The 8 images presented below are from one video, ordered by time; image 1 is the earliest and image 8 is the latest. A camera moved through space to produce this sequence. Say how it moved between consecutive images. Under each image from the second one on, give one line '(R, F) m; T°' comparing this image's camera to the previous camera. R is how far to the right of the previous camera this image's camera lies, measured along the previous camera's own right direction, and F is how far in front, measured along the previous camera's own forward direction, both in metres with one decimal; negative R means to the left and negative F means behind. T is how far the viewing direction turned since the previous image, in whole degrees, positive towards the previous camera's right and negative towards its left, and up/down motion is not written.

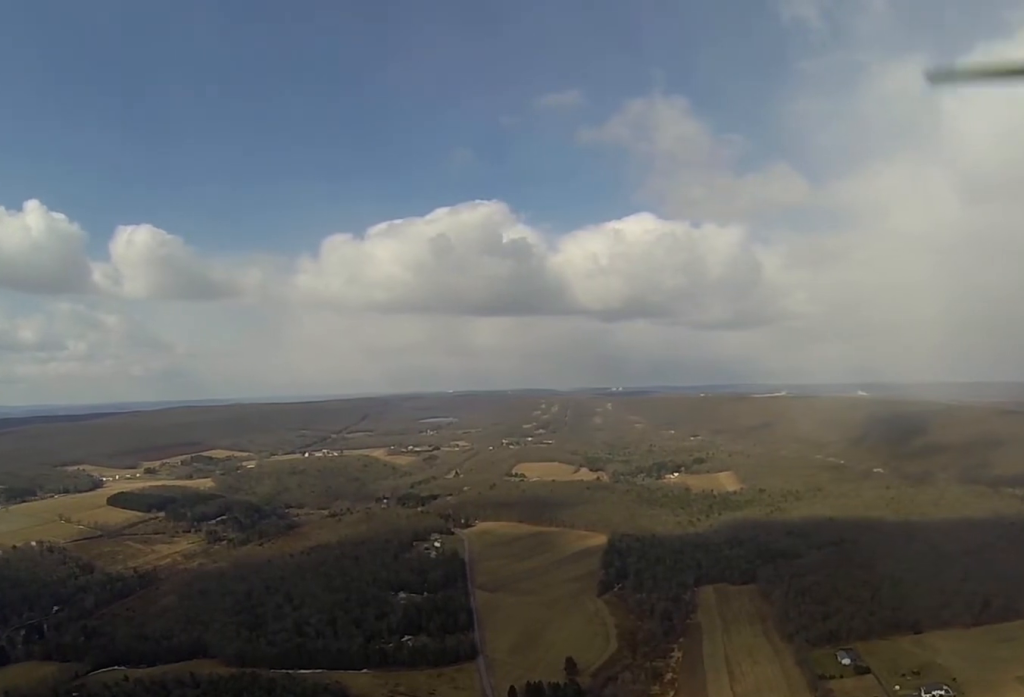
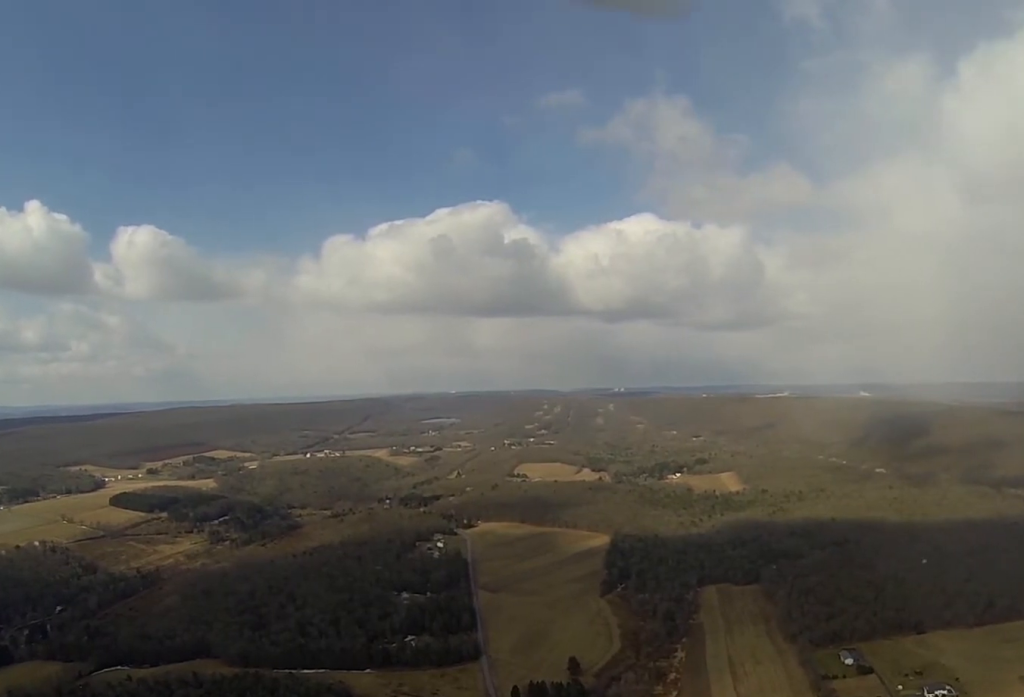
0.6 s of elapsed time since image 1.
(0.0, +1.4) m; -1°
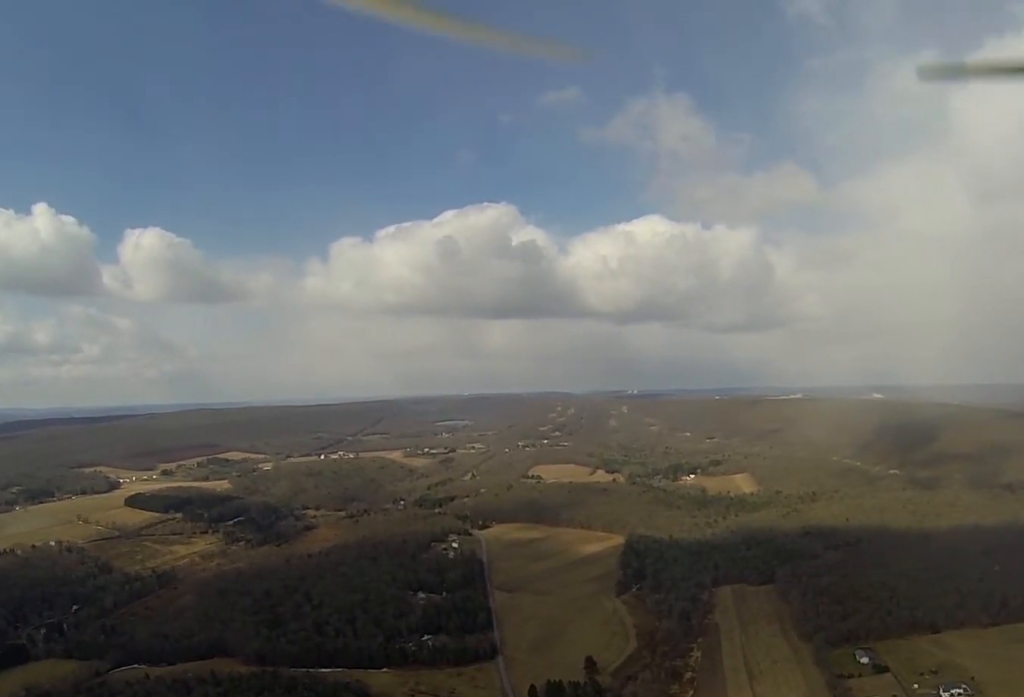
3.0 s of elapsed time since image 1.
(0.0, +5.8) m; 0°
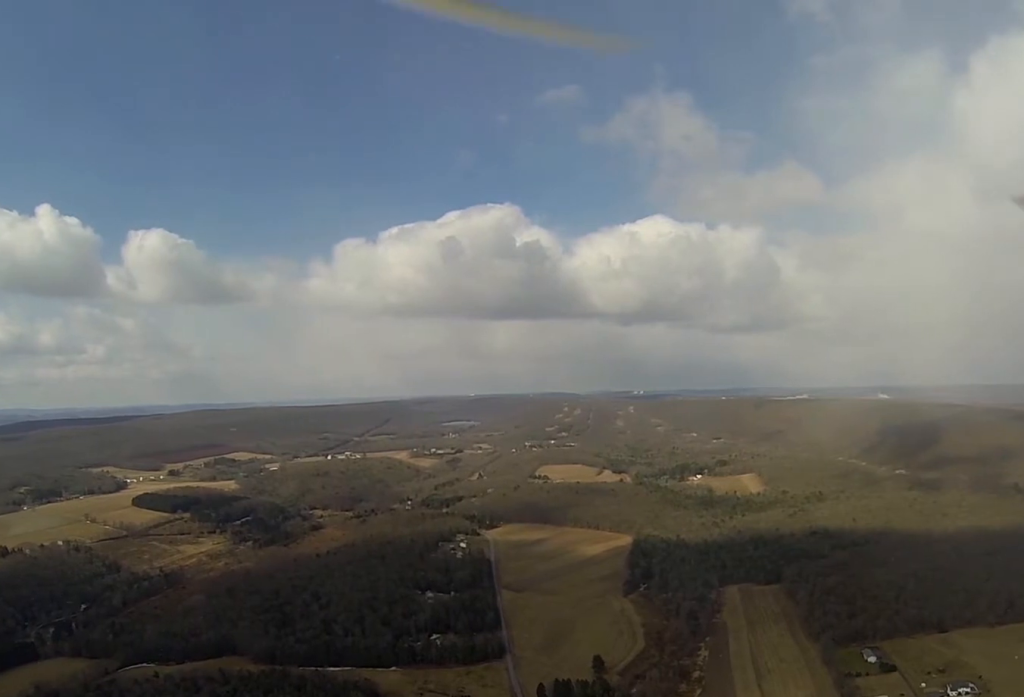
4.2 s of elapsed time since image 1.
(0.0, +2.9) m; -1°
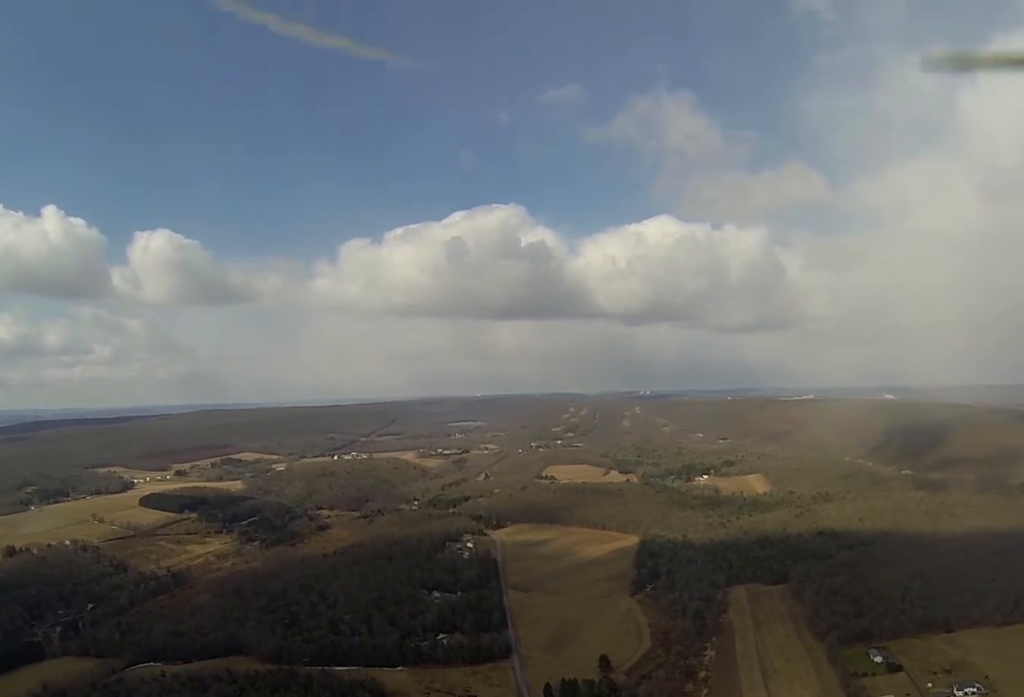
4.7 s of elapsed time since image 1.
(0.0, +1.3) m; -1°
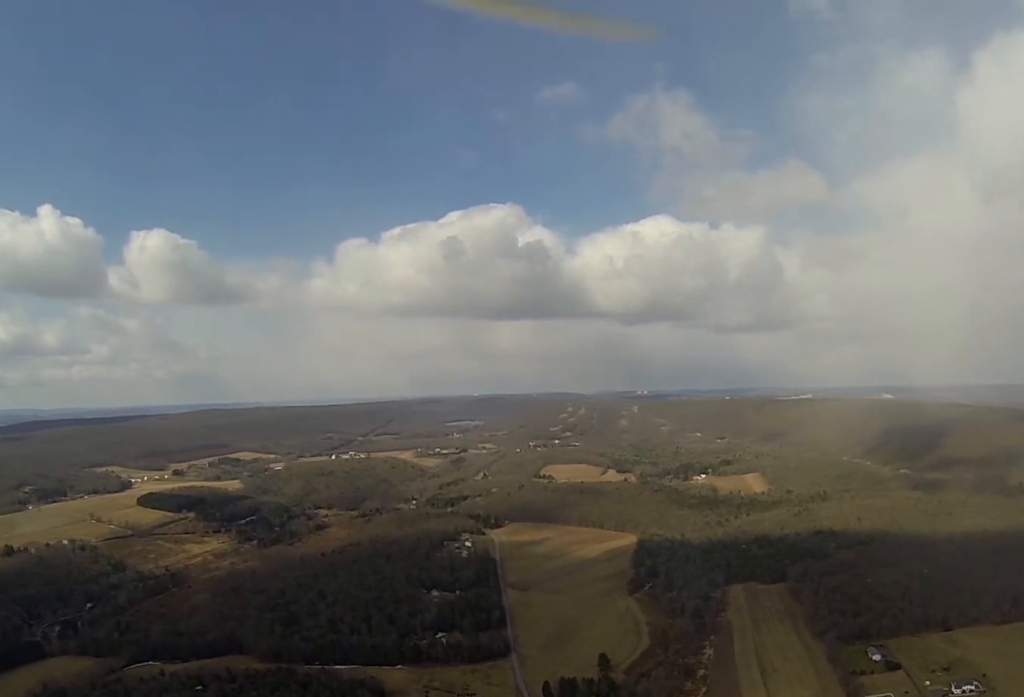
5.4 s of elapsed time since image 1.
(0.0, +1.7) m; 0°
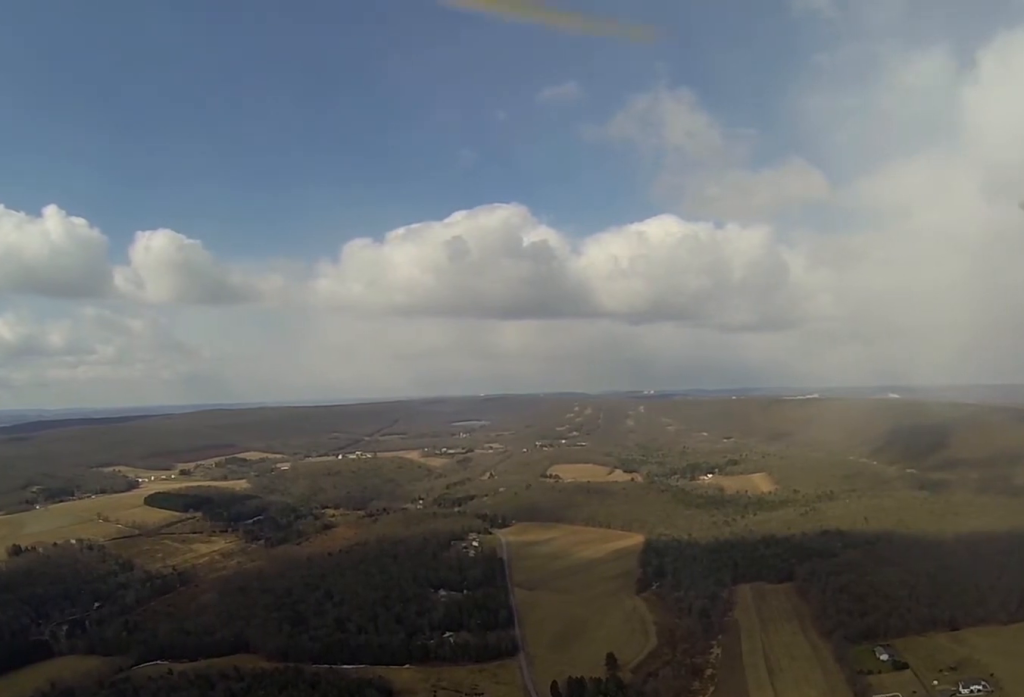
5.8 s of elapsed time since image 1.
(0.0, +1.2) m; 0°
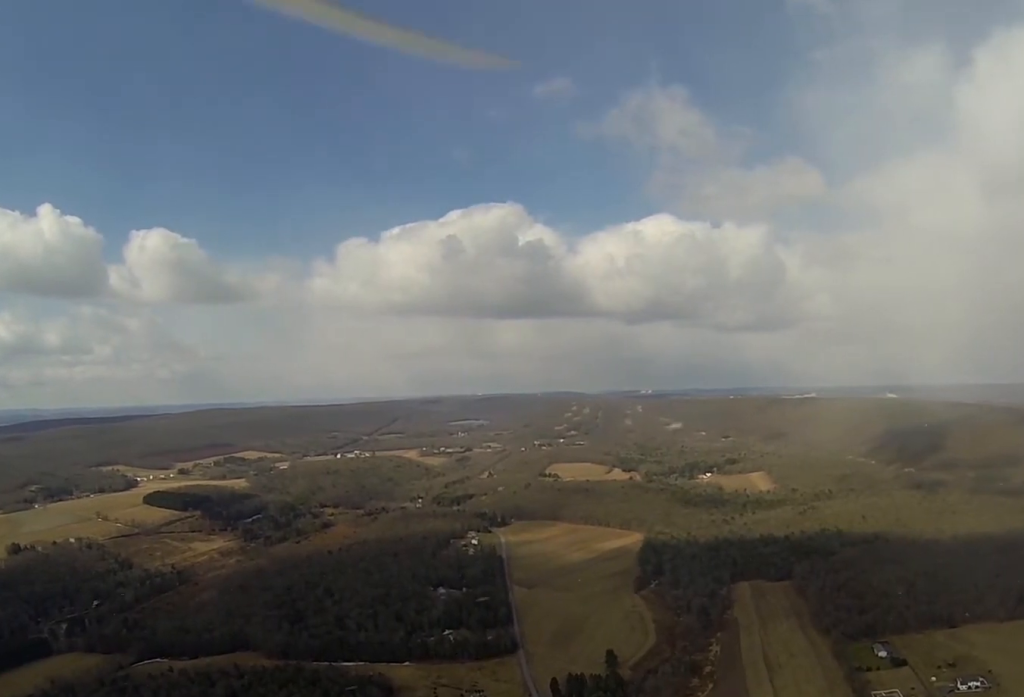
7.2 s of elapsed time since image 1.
(+0.1, +3.6) m; +1°
